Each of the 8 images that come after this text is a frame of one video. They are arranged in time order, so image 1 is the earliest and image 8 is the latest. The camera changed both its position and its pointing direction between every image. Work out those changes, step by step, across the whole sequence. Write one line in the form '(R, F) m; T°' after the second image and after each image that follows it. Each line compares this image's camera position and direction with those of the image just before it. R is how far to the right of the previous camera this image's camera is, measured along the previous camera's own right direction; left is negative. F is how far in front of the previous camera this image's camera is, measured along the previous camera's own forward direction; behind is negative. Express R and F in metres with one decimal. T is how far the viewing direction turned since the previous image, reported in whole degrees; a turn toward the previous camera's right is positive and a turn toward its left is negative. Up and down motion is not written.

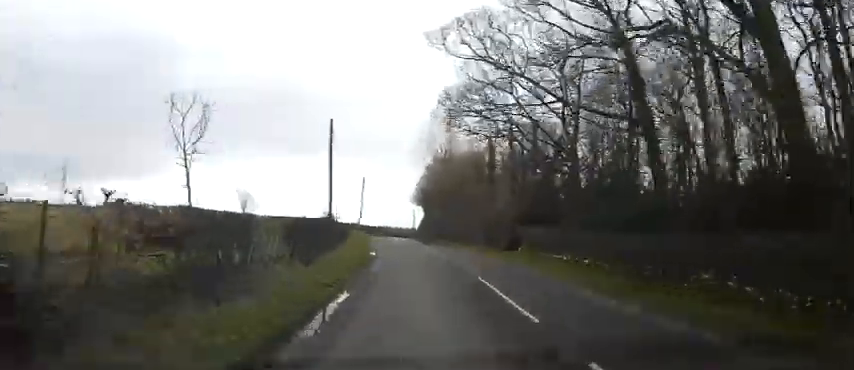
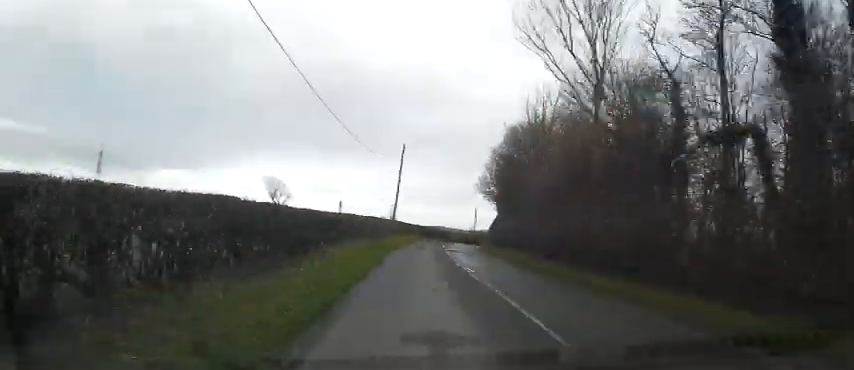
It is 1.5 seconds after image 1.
(-1.2, +26.5) m; -6°
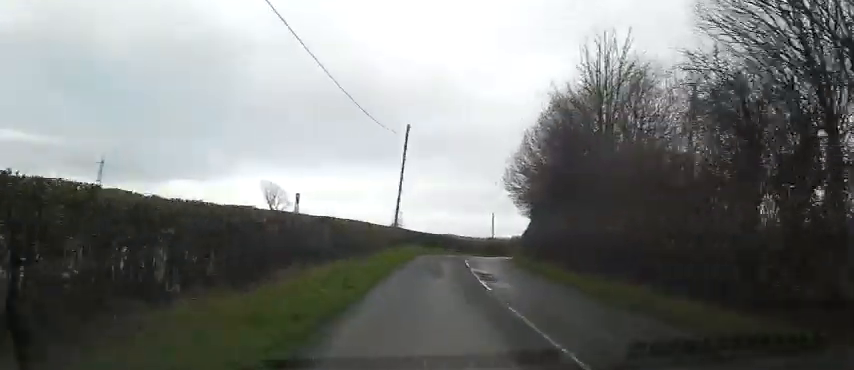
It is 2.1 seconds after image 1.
(-0.6, +11.2) m; -2°
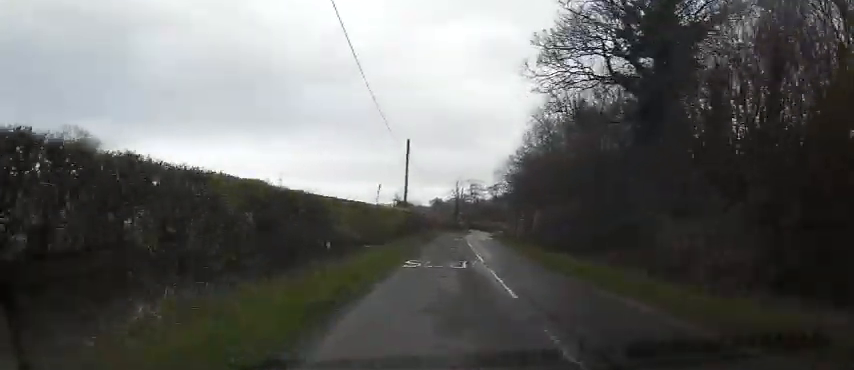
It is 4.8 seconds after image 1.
(+3.8, +46.2) m; +12°
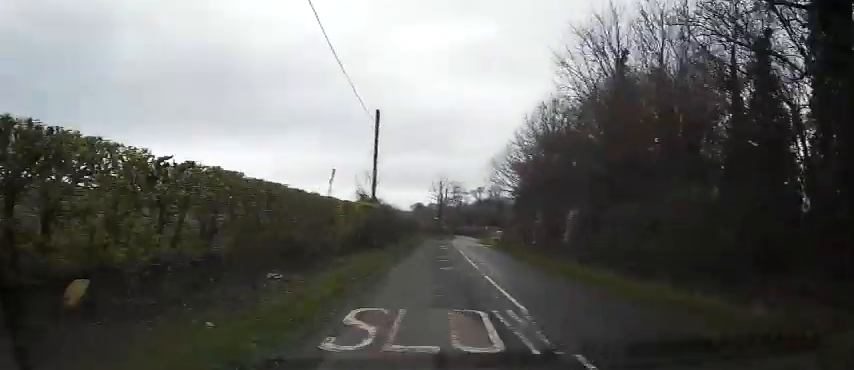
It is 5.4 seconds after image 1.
(+0.3, +9.7) m; +3°
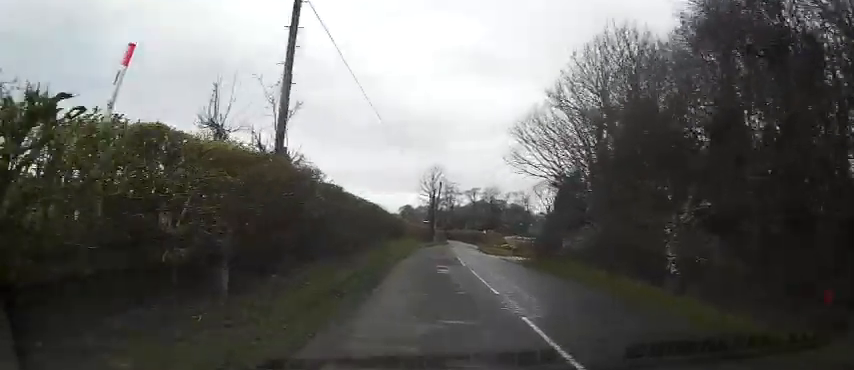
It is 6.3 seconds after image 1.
(+0.3, +15.1) m; +3°
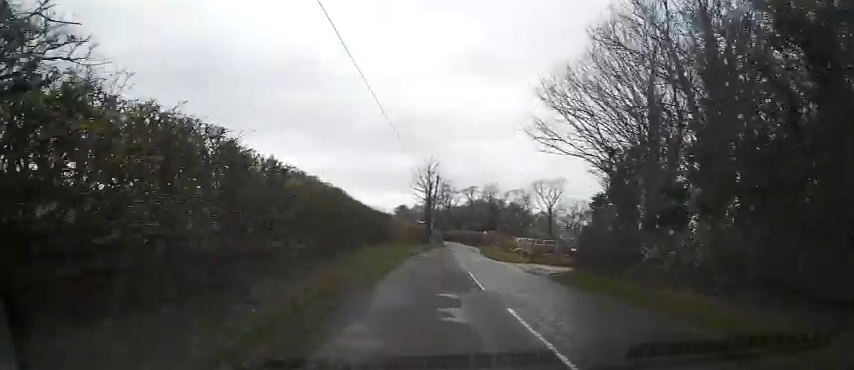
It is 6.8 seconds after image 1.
(+0.2, +7.5) m; +1°
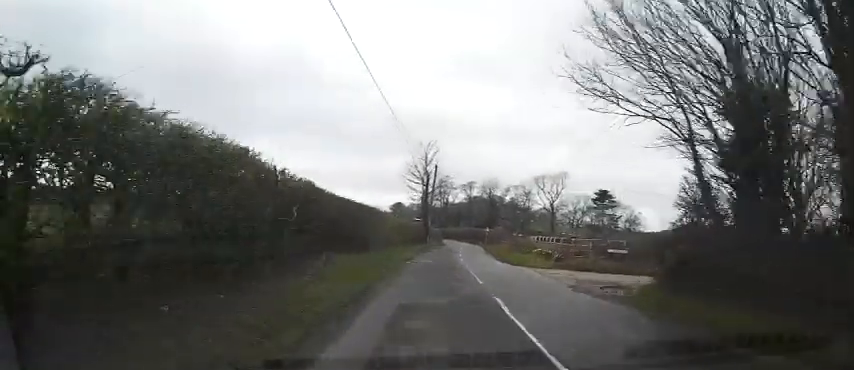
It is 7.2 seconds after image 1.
(+0.1, +6.8) m; +1°
